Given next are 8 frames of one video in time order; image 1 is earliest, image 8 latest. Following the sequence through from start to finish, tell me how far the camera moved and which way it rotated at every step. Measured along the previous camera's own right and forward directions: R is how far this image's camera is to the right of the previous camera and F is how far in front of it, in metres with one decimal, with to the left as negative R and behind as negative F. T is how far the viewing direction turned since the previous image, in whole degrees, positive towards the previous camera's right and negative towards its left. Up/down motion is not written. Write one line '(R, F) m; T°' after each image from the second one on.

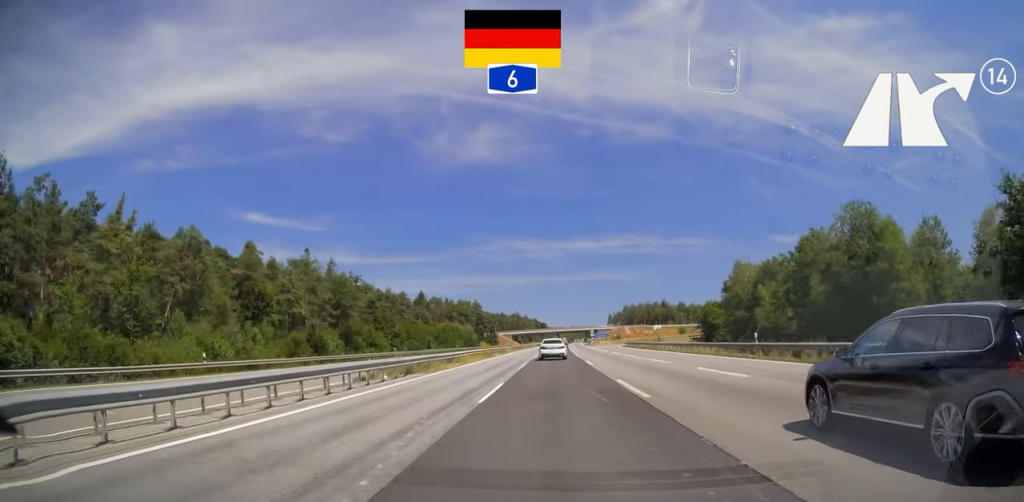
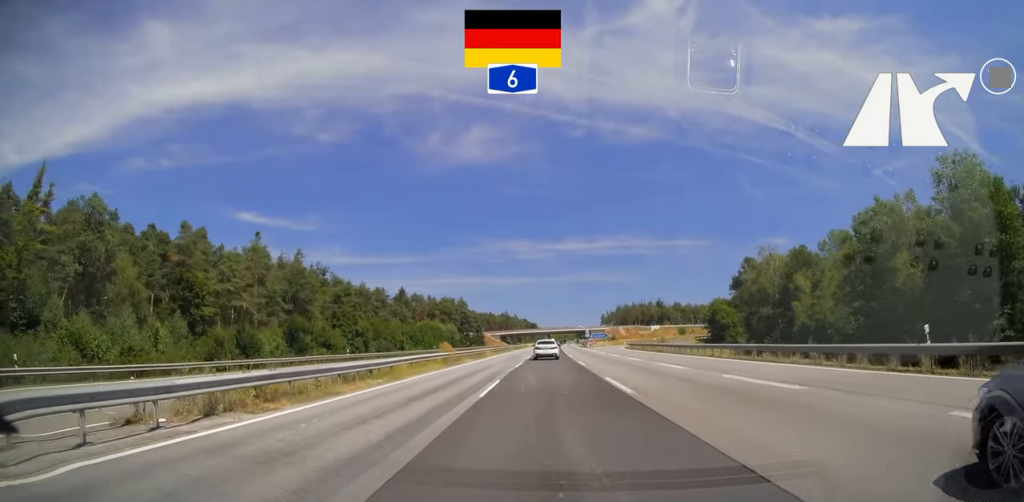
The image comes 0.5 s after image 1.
(0.0, +16.0) m; +1°
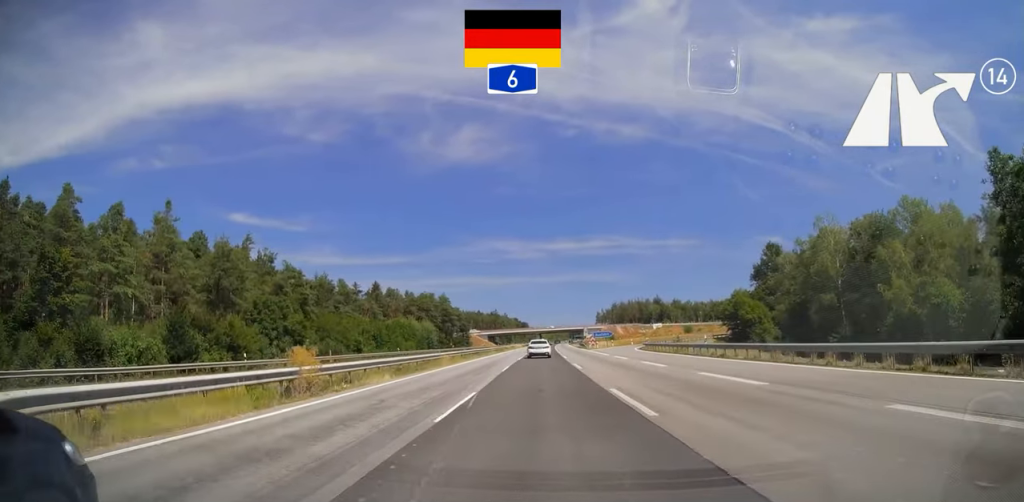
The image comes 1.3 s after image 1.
(+0.3, +21.9) m; +1°
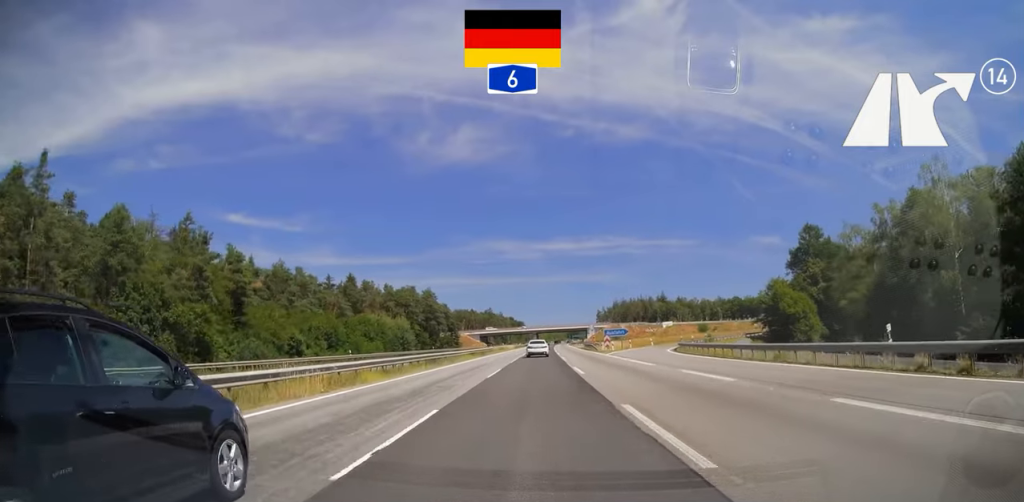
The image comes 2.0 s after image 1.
(+0.1, +21.7) m; 0°
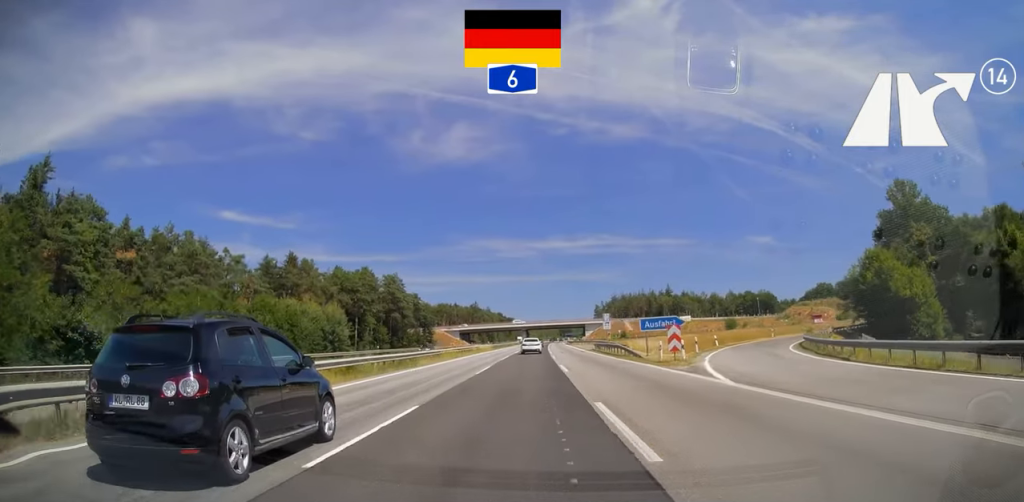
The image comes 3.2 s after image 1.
(+0.2, +34.6) m; +1°
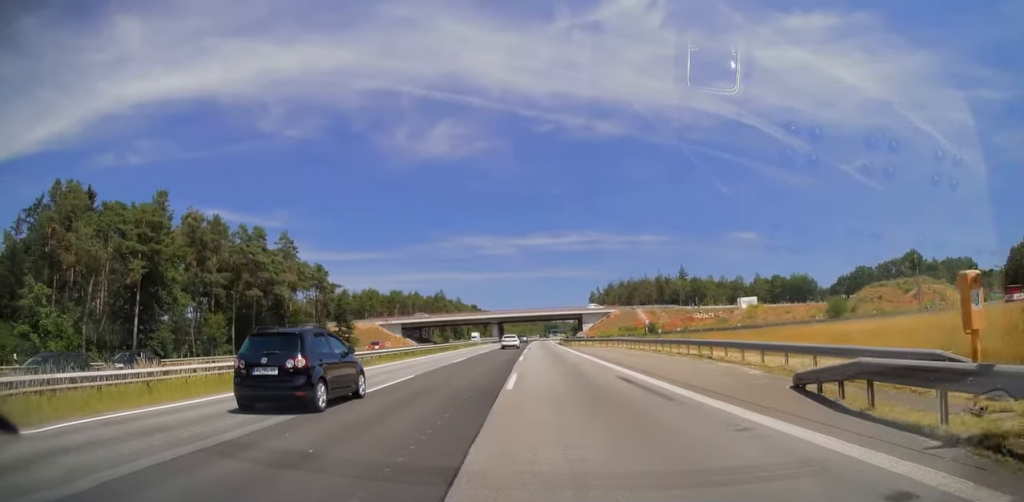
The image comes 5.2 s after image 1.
(+1.3, +62.8) m; +2°
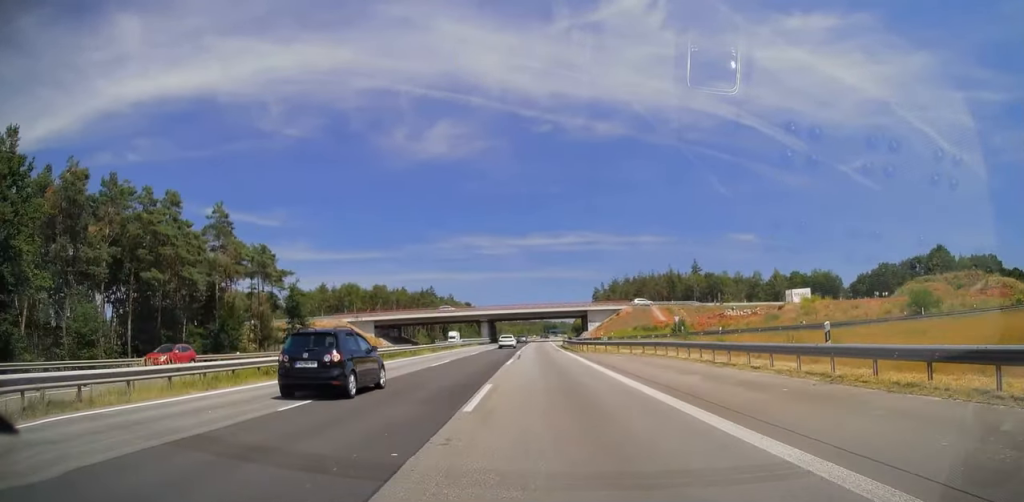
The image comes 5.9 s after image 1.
(+0.1, +22.5) m; 0°
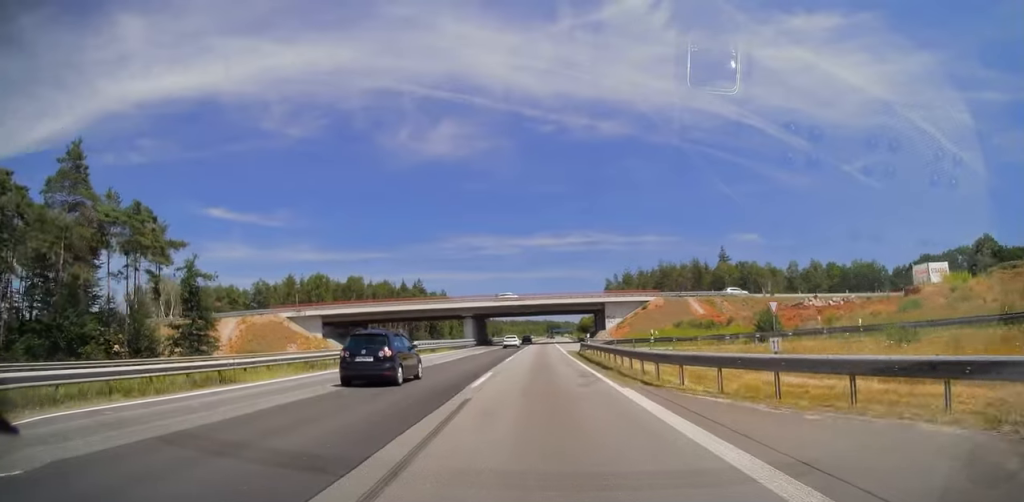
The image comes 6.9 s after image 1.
(-0.3, +31.1) m; 0°
